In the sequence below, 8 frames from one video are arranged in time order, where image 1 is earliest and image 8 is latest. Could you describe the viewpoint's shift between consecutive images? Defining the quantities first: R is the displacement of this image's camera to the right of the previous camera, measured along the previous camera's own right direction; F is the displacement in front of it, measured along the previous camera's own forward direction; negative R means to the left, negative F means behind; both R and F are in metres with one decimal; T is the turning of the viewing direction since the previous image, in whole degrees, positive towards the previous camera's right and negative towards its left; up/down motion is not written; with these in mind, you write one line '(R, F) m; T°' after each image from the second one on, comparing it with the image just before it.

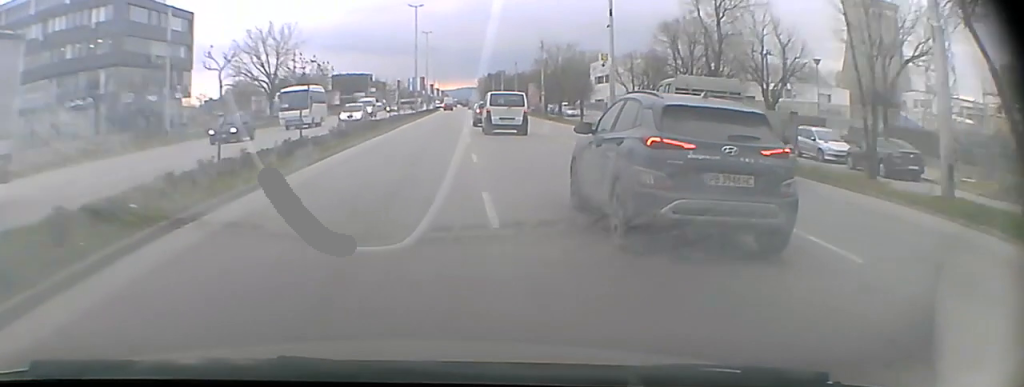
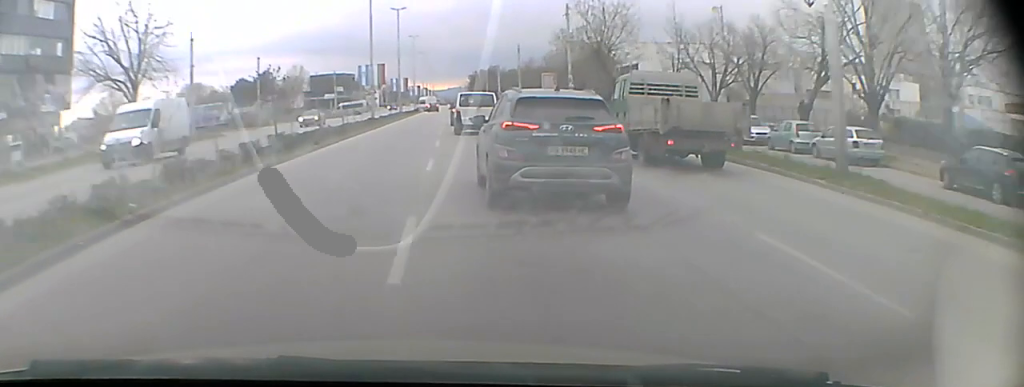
(+0.2, +28.5) m; +1°
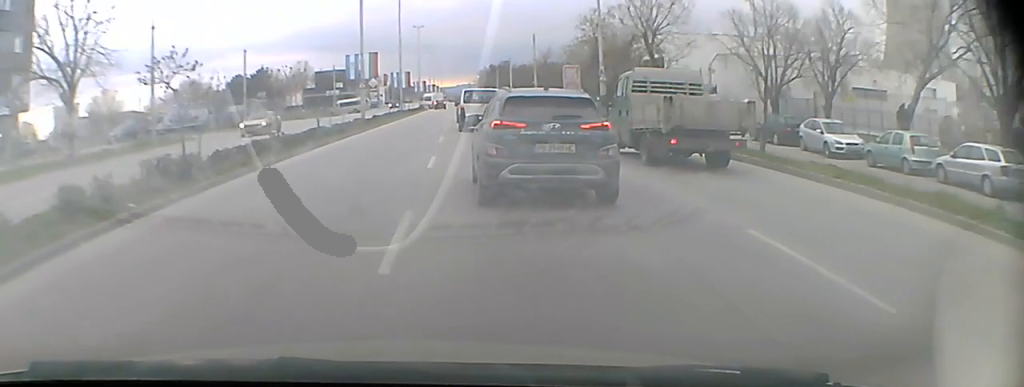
(0.0, +8.4) m; 0°
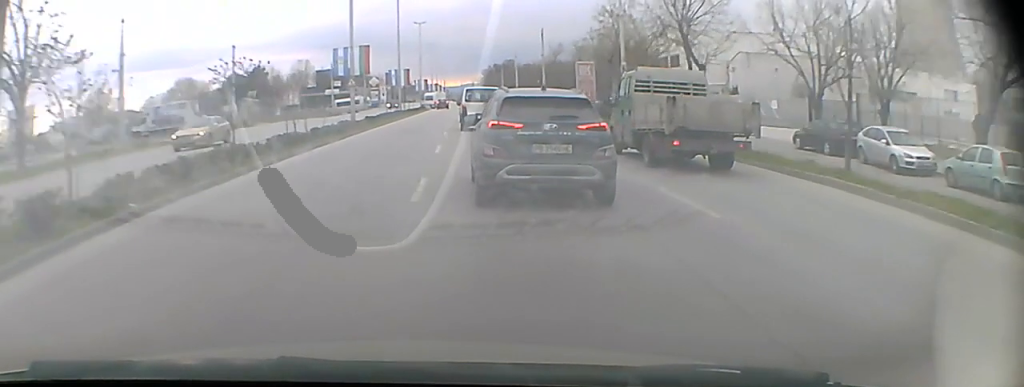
(0.0, +4.8) m; 0°
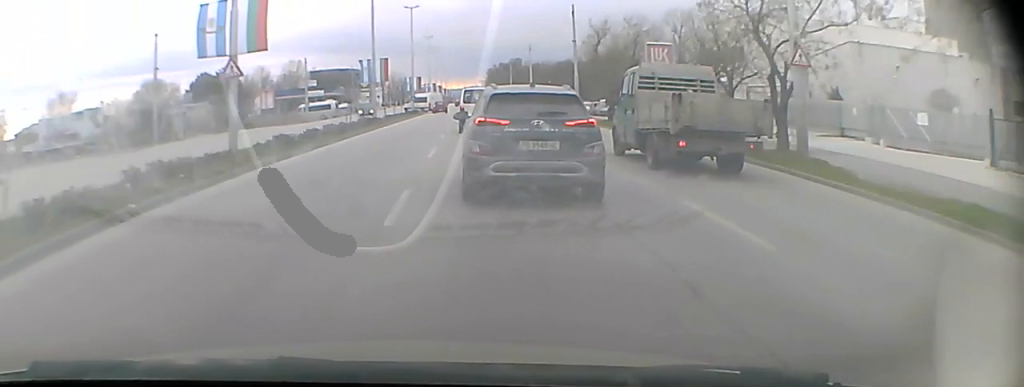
(-0.2, +19.5) m; -1°
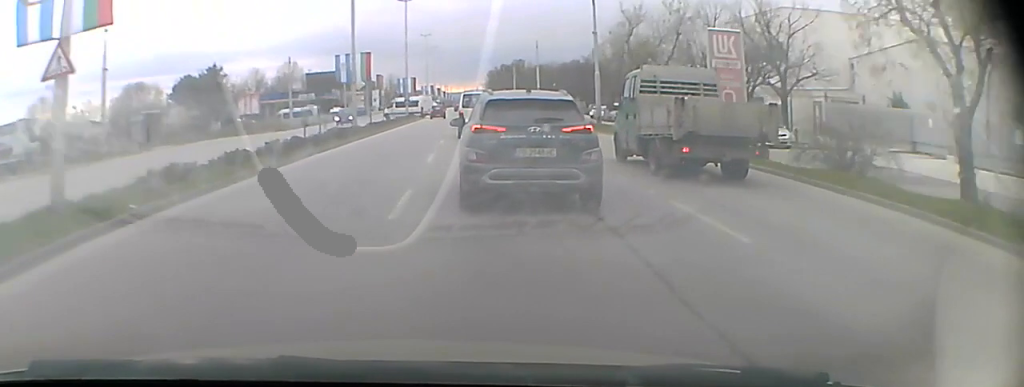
(0.0, +8.5) m; 0°
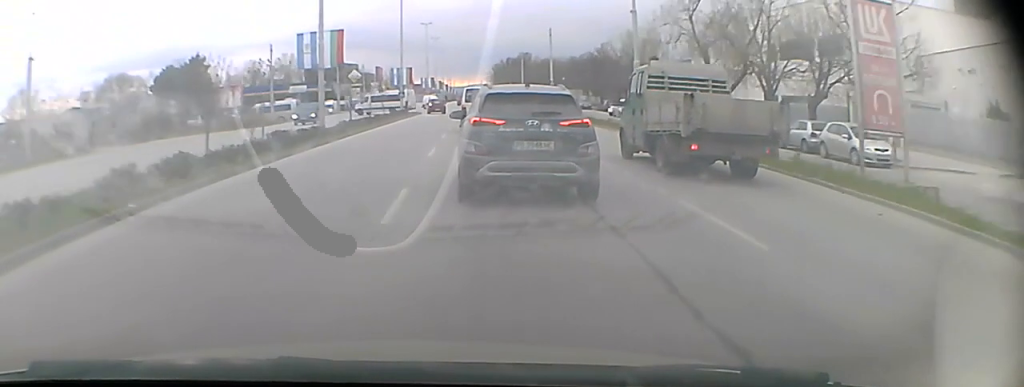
(0.0, +9.6) m; 0°
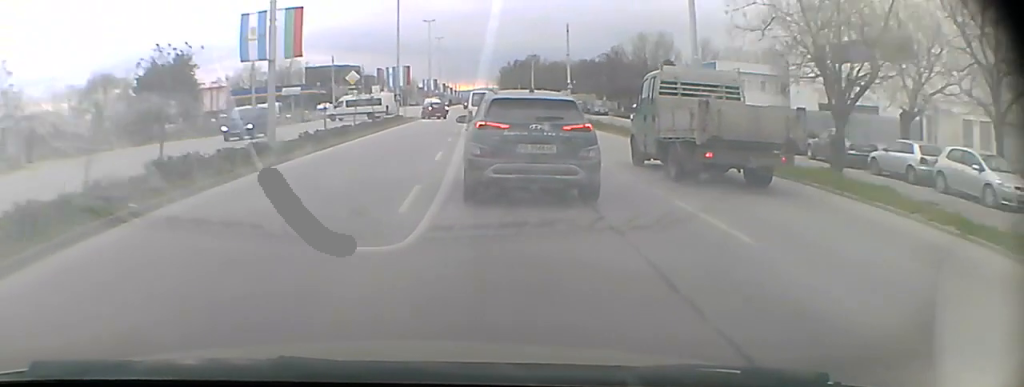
(0.0, +8.4) m; 0°
